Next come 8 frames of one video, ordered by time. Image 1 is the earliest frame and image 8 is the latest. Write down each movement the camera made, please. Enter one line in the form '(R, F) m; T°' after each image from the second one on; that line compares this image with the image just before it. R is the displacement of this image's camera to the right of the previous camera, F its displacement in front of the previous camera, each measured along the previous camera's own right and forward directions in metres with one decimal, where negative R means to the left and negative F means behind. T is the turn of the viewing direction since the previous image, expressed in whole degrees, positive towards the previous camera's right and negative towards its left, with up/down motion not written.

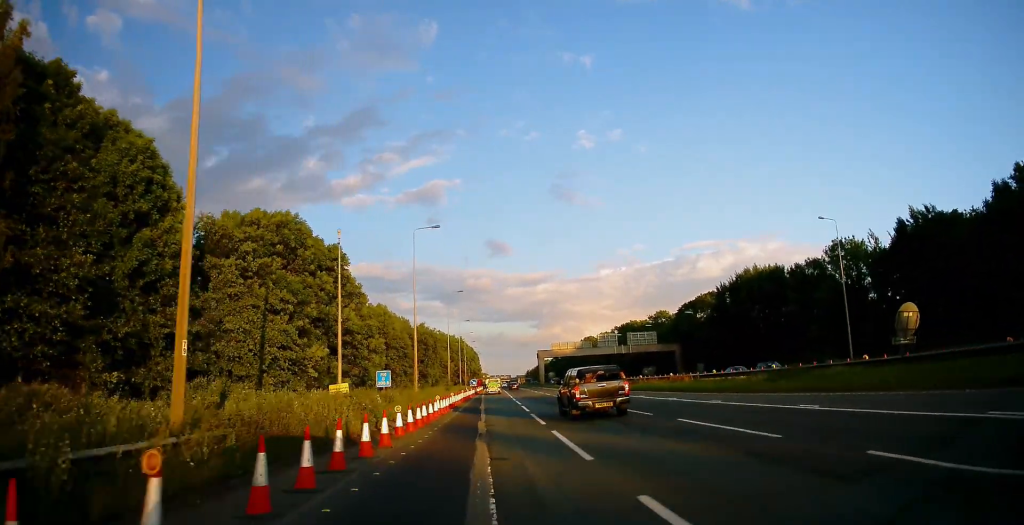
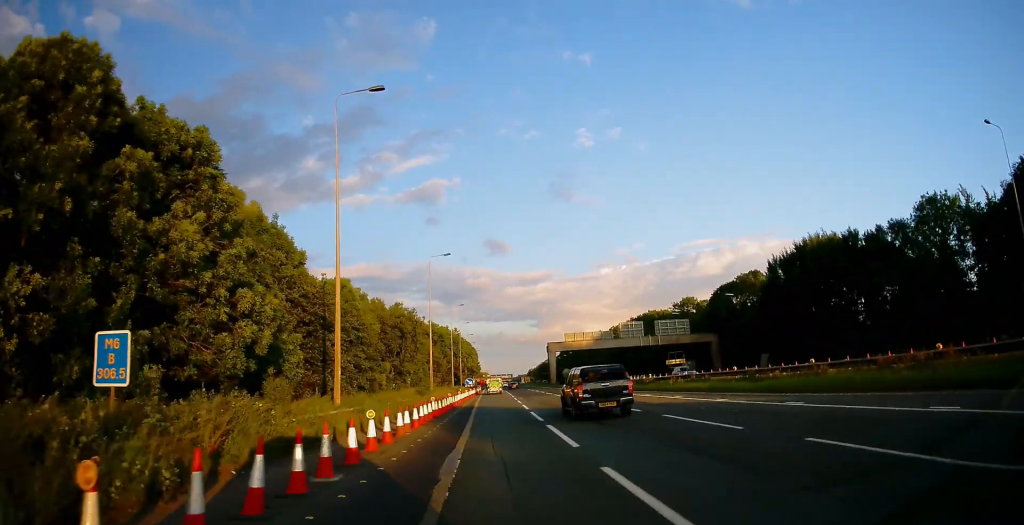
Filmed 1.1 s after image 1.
(-0.2, +25.4) m; -1°
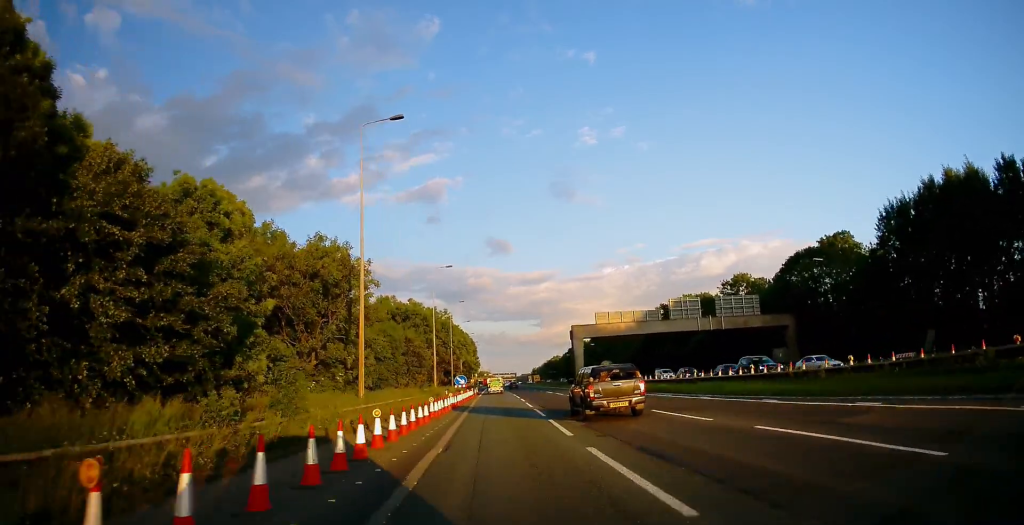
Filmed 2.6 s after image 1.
(-0.1, +33.7) m; 0°
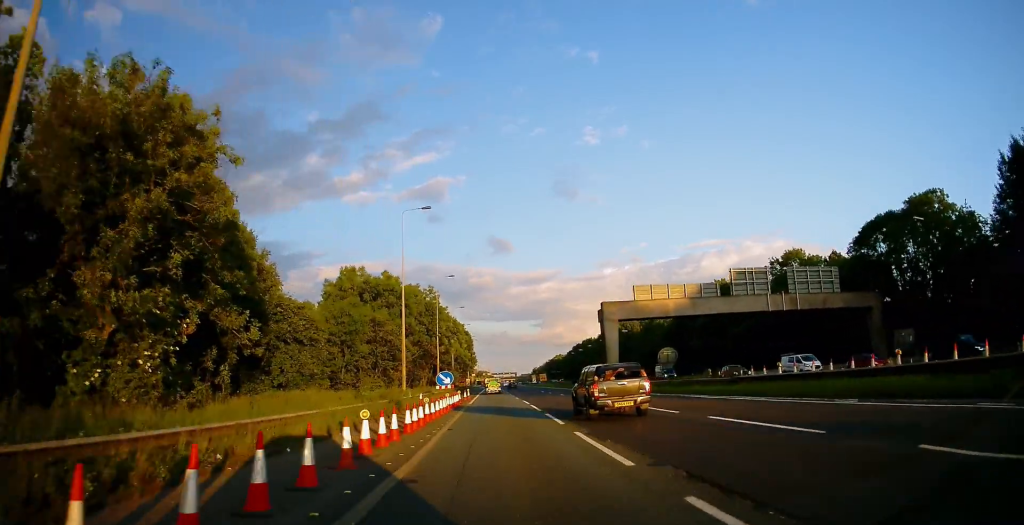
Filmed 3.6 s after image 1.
(0.0, +23.5) m; 0°
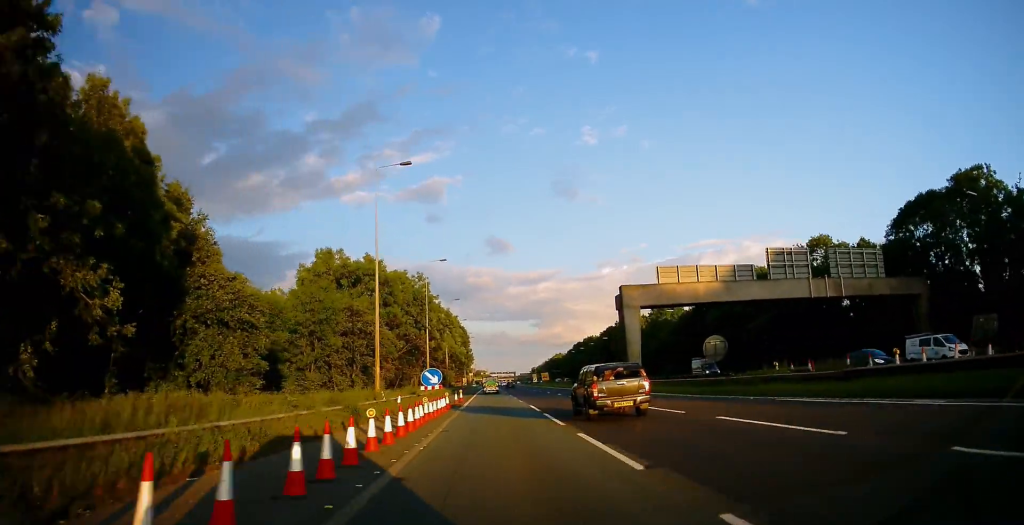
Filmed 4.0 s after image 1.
(-0.1, +9.8) m; 0°
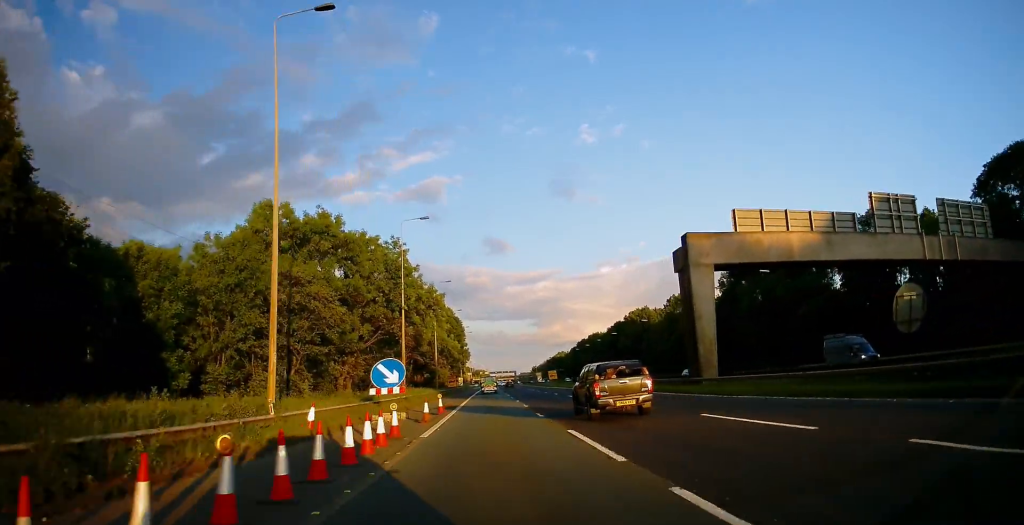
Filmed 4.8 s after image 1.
(+0.2, +17.7) m; 0°
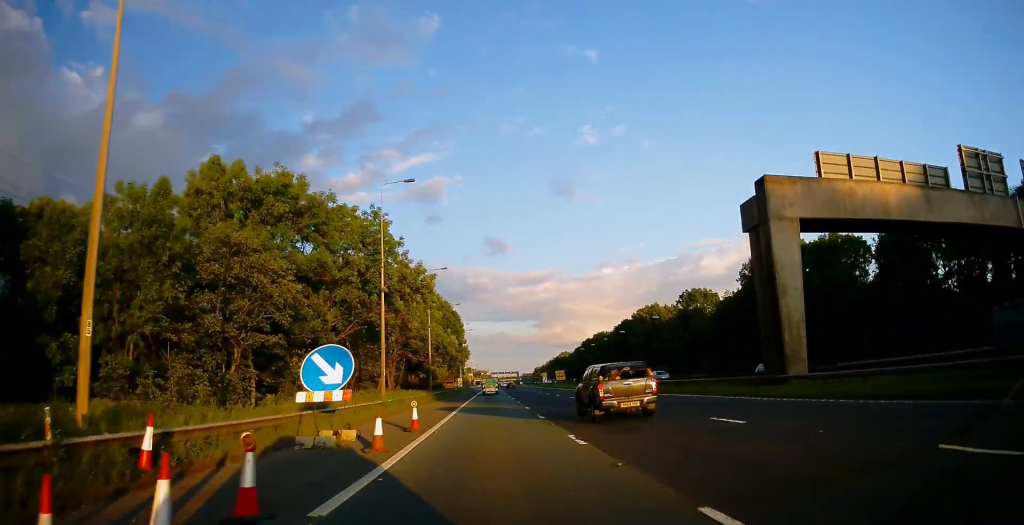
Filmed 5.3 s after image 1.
(+0.1, +9.8) m; 0°
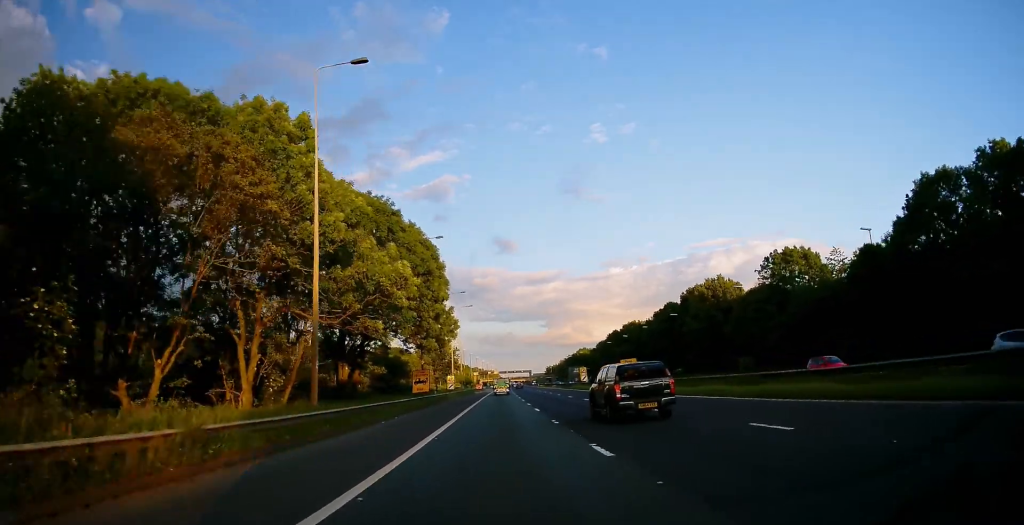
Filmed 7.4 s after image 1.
(-1.1, +47.4) m; -1°
